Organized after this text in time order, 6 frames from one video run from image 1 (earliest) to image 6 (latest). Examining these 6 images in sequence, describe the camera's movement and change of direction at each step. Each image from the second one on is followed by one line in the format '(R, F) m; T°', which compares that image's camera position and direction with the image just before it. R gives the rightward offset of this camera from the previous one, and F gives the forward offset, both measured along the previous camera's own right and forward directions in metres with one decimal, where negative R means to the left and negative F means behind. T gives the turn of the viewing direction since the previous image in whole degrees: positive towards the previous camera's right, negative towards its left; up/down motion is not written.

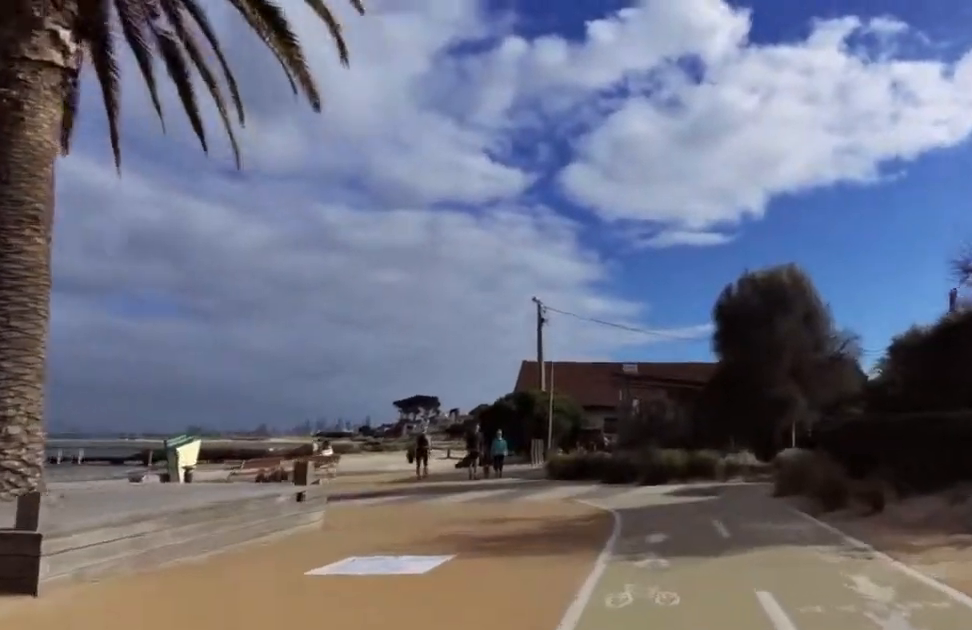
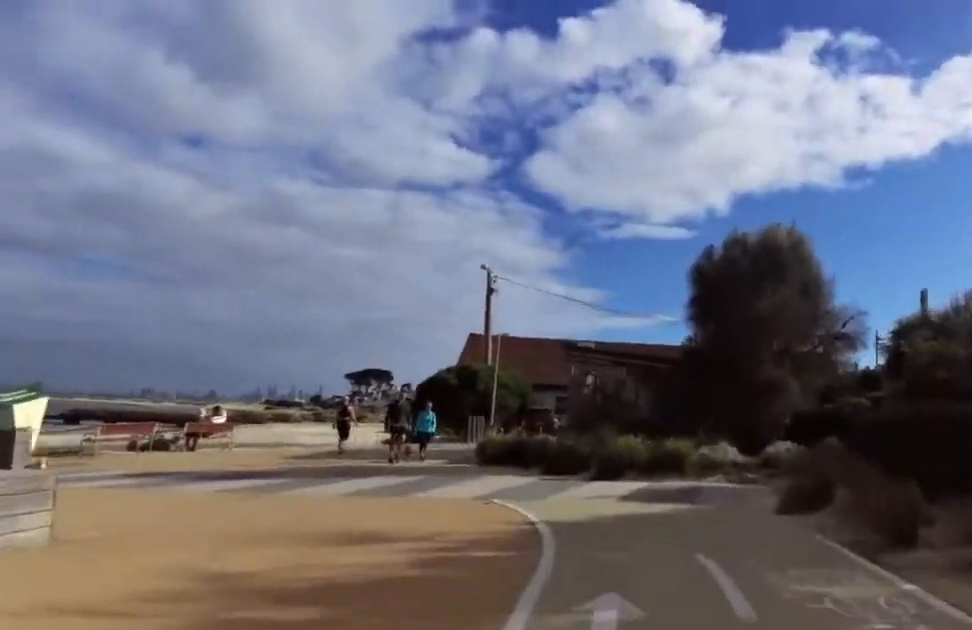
(-0.1, +4.2) m; +8°
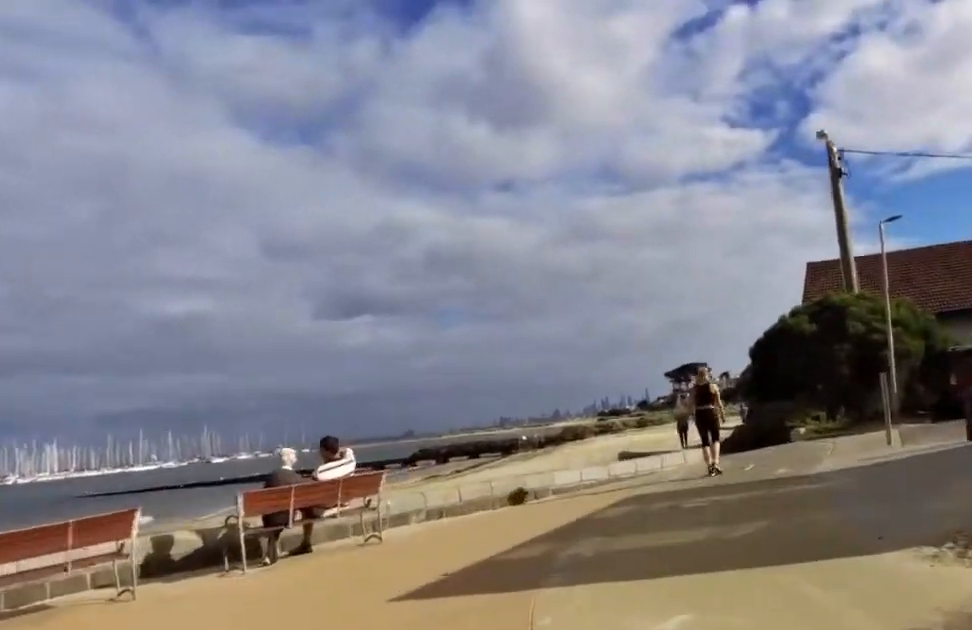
(-2.6, +14.4) m; -14°
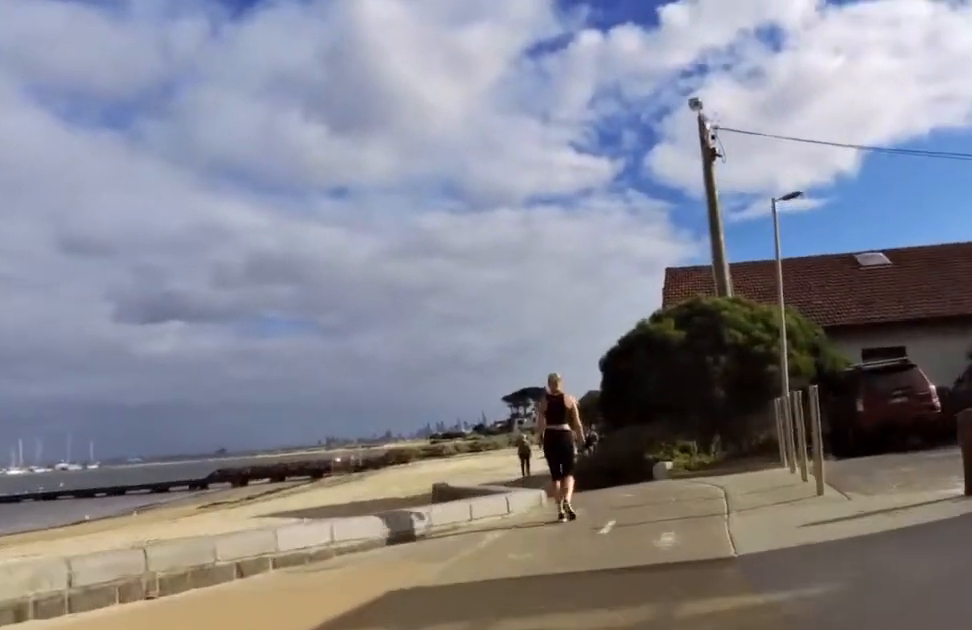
(+0.2, +4.7) m; +3°
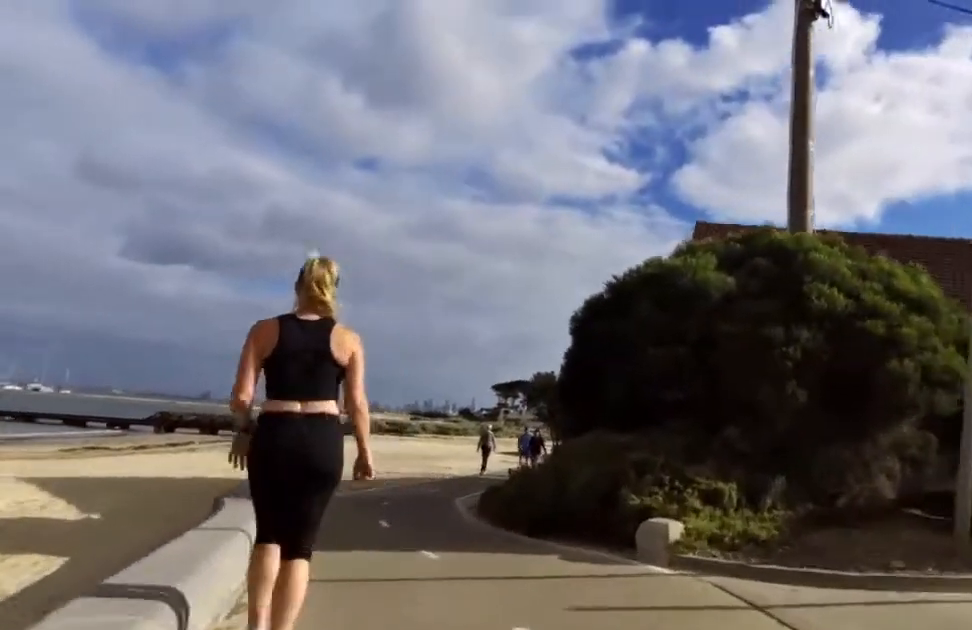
(-0.4, +8.0) m; -11°
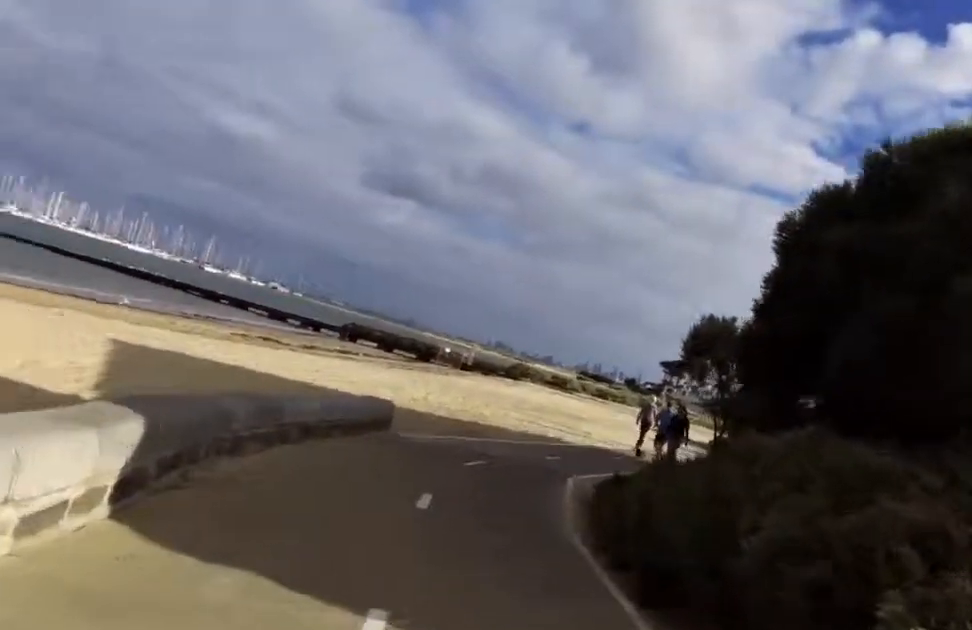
(-0.7, +4.5) m; -3°
